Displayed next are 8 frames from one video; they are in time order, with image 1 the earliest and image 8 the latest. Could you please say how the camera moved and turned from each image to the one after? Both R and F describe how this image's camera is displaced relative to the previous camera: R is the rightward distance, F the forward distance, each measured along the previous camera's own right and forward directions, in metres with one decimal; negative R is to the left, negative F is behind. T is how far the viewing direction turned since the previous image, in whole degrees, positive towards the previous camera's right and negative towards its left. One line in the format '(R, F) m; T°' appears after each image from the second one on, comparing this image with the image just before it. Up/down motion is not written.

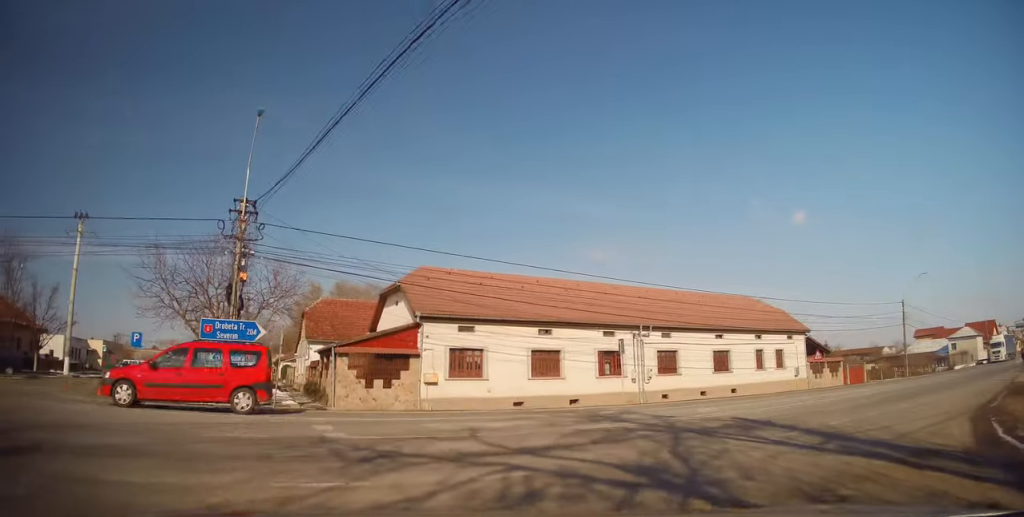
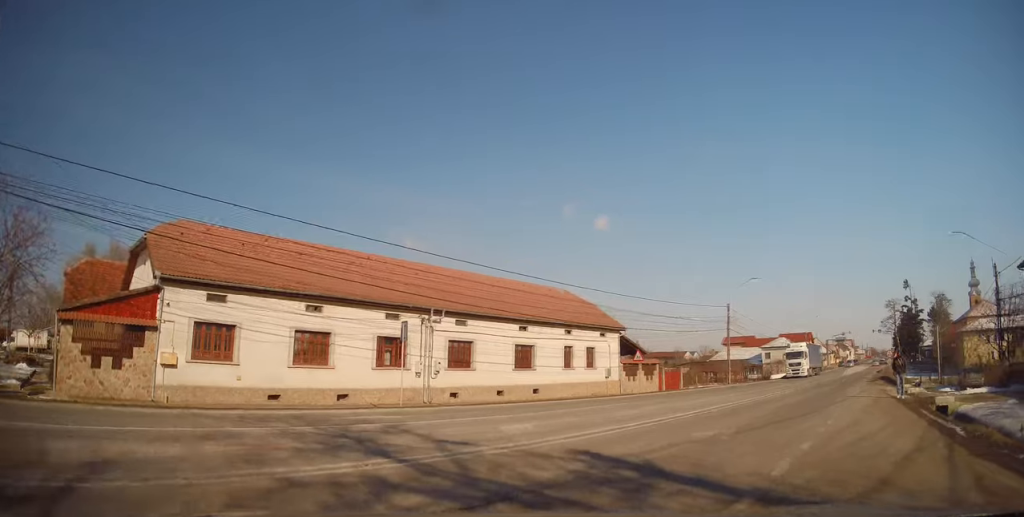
(+1.7, +6.1) m; +32°
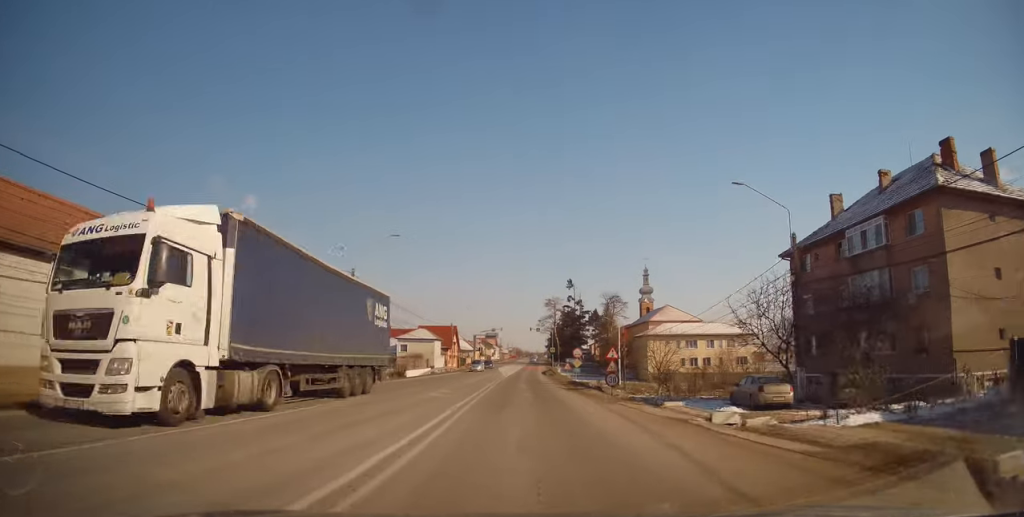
(+5.0, +15.0) m; +28°
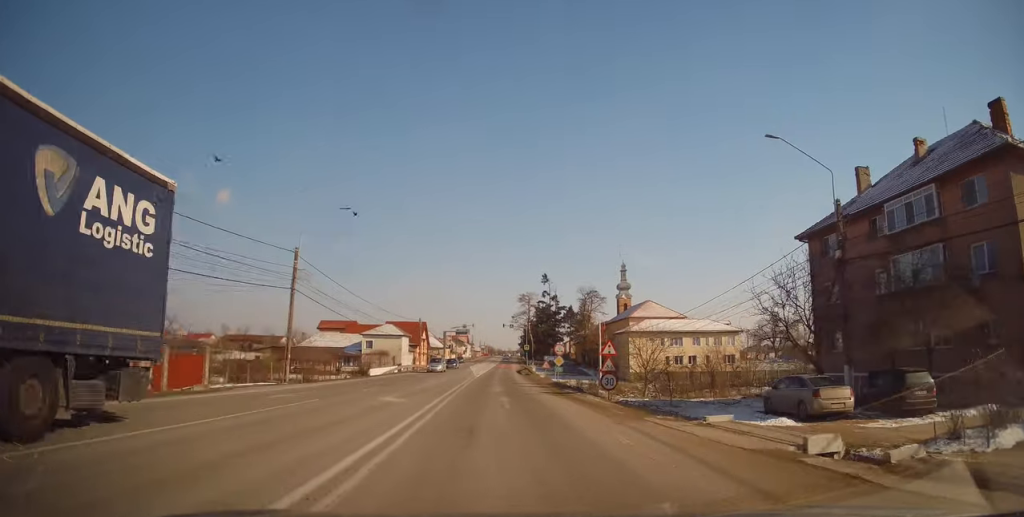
(+0.3, +5.4) m; +3°
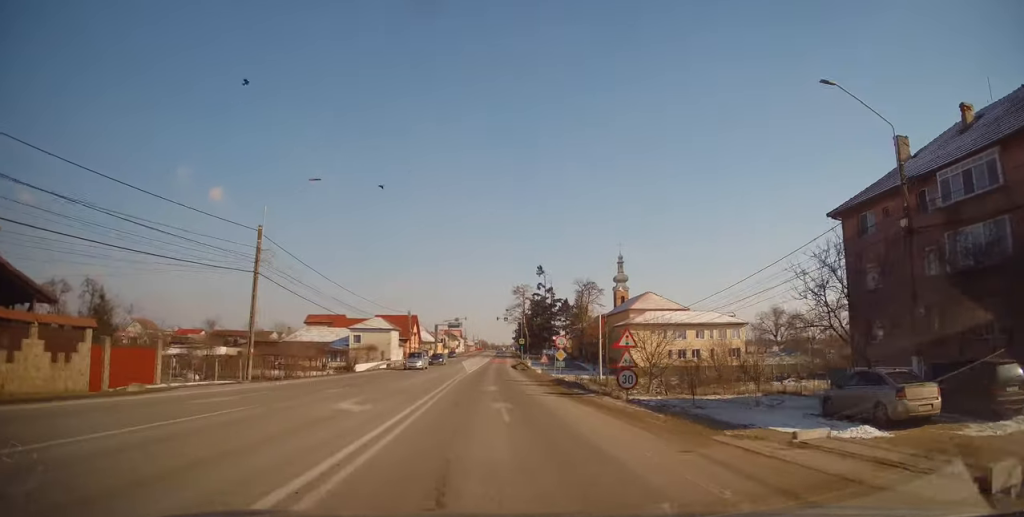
(+0.1, +3.7) m; +2°
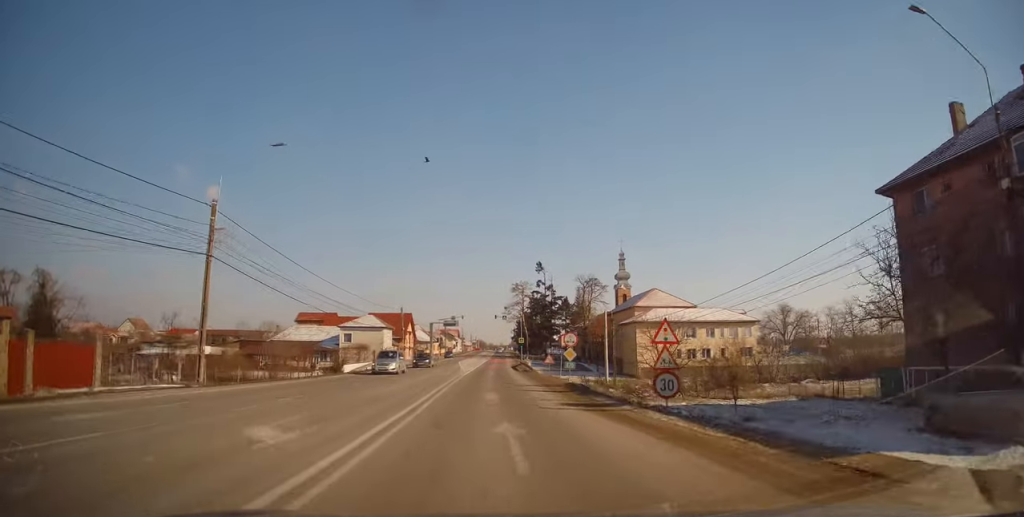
(+0.1, +4.5) m; +1°
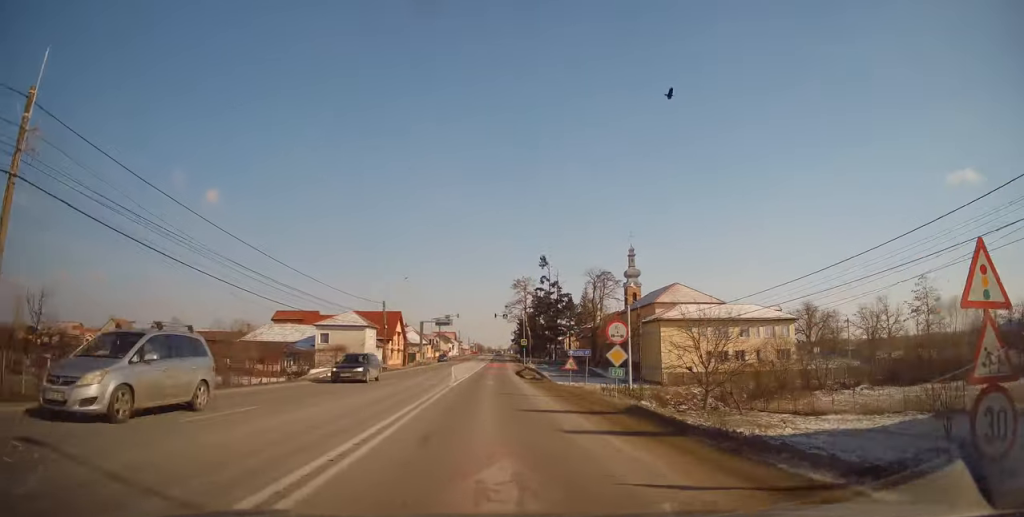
(+0.1, +11.3) m; 0°
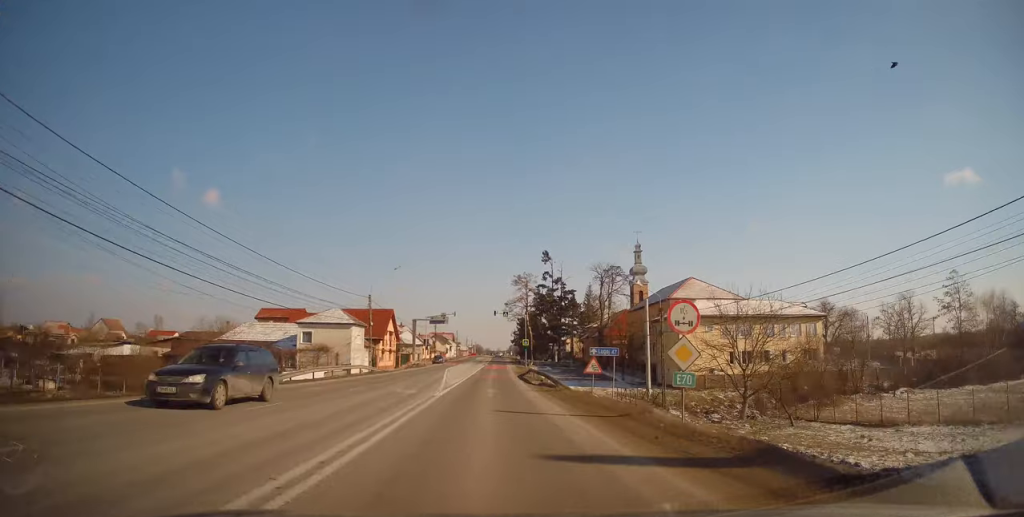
(+0.1, +6.5) m; -1°
